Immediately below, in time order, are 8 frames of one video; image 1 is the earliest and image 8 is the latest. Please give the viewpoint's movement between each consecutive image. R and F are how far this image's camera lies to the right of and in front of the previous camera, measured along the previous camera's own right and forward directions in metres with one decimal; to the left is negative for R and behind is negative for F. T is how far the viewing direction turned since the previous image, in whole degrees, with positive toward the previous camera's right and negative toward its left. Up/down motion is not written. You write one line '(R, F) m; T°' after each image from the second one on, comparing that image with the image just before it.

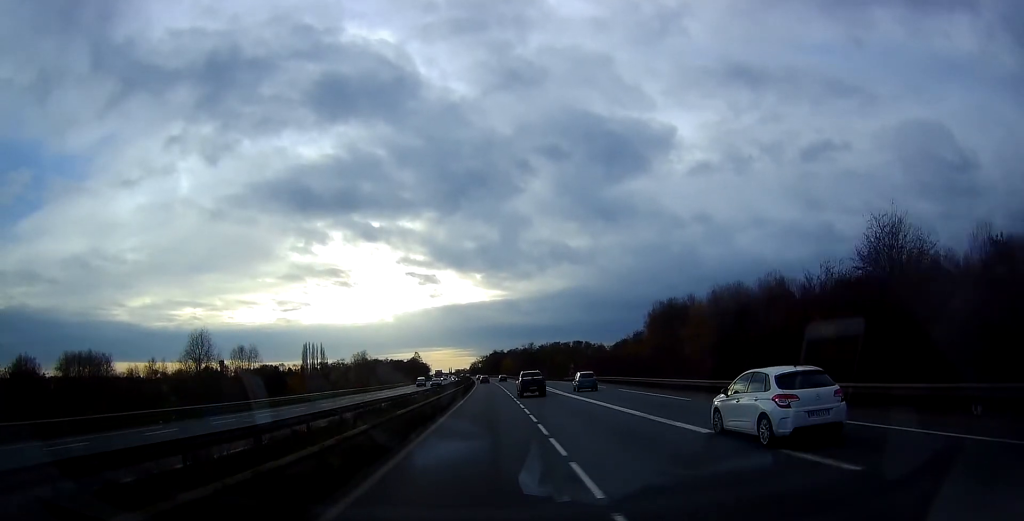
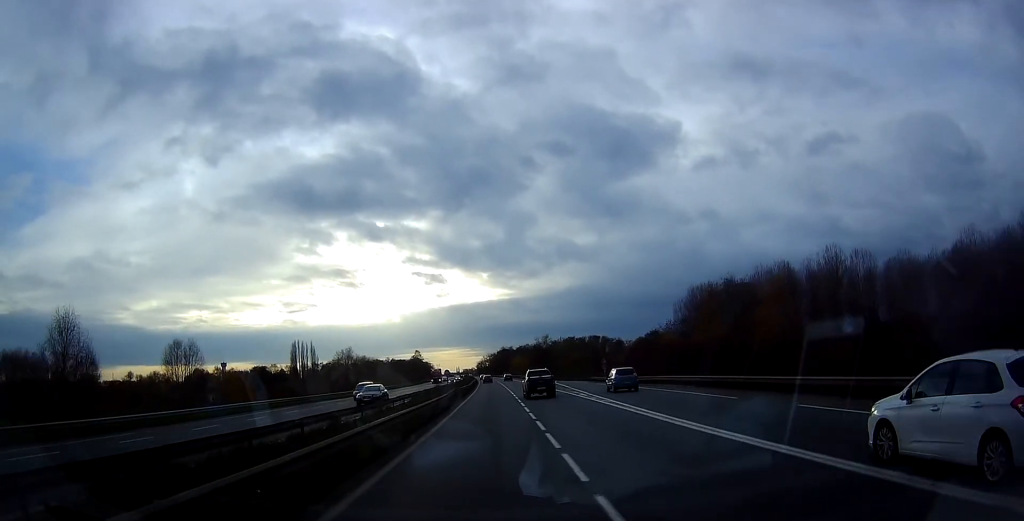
(0.0, +28.8) m; 0°
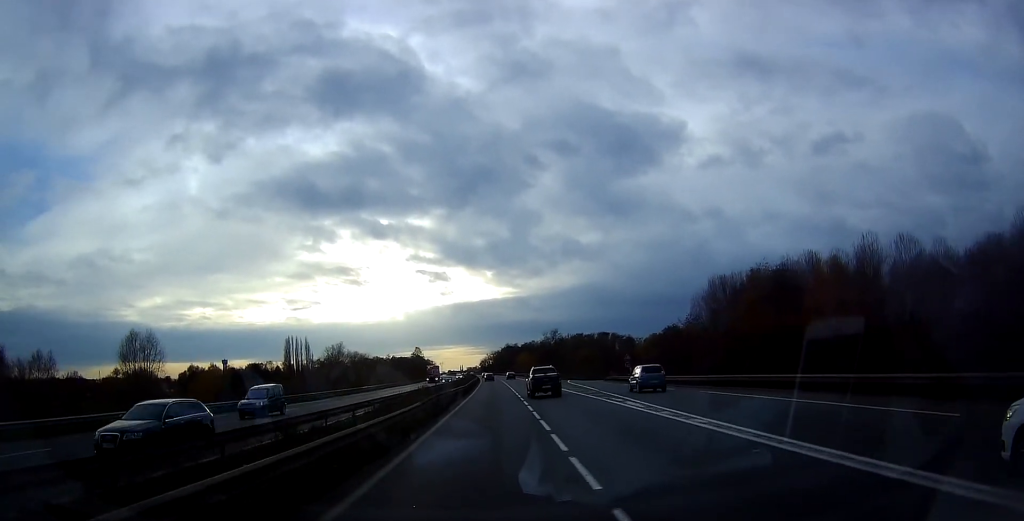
(+0.1, +13.8) m; 0°
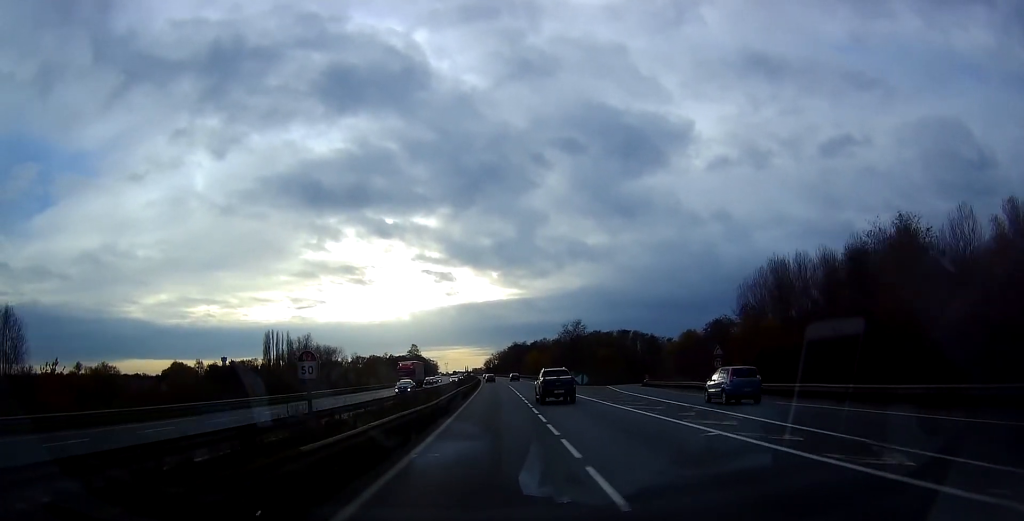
(-0.2, +30.8) m; -1°
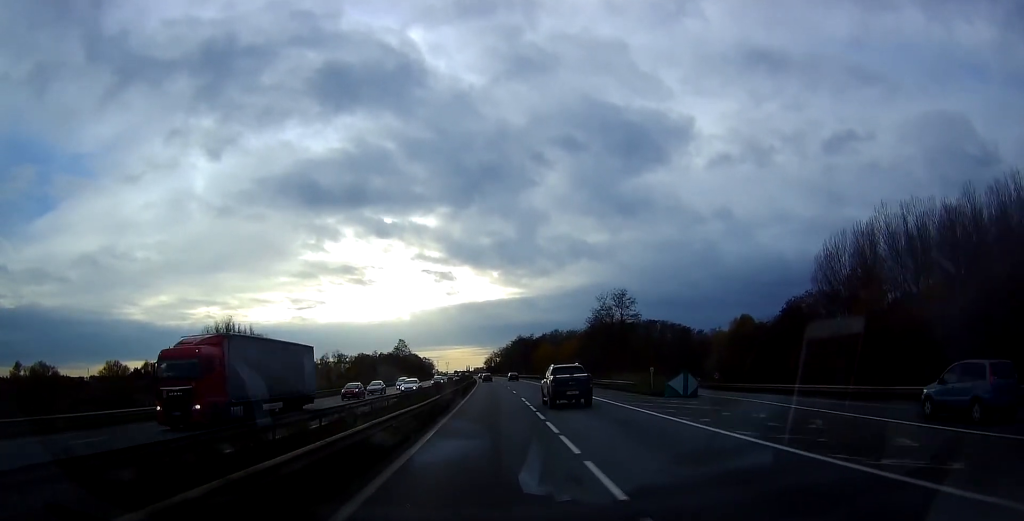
(-0.5, +38.4) m; -1°
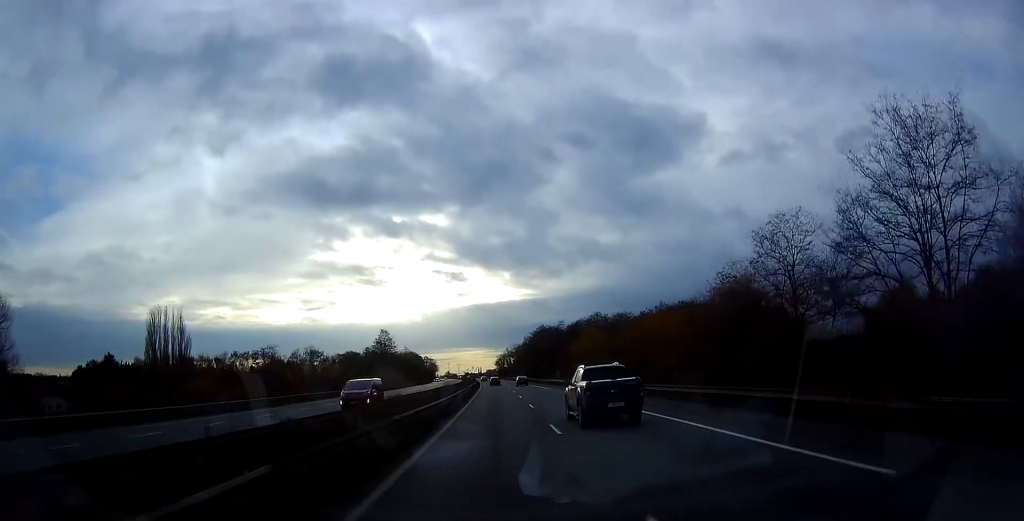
(+0.3, +55.1) m; -1°
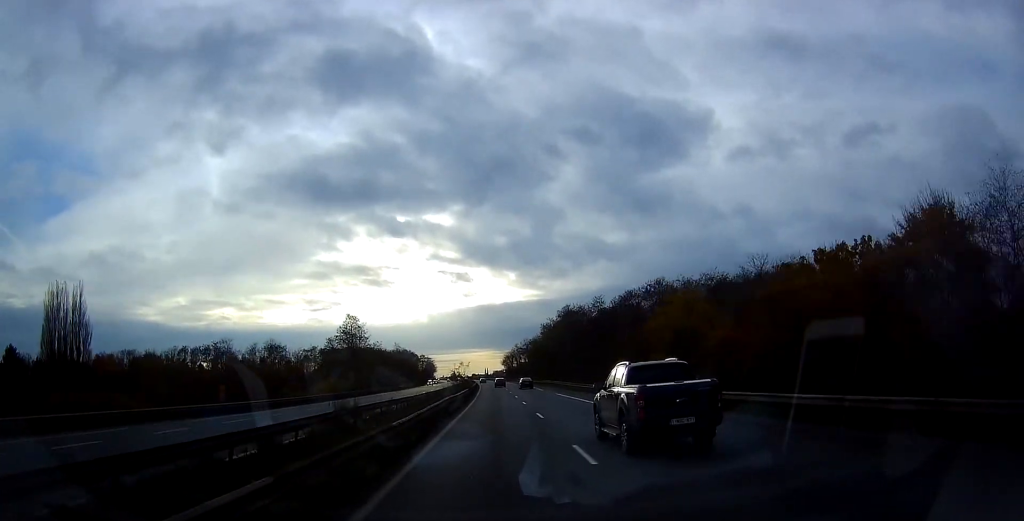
(-1.0, +44.2) m; -2°
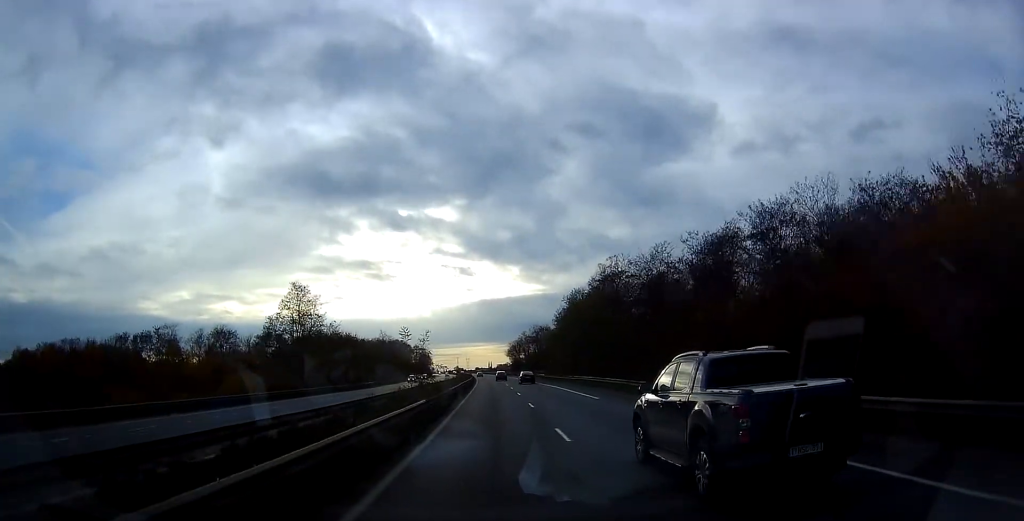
(-0.1, +35.5) m; +1°
